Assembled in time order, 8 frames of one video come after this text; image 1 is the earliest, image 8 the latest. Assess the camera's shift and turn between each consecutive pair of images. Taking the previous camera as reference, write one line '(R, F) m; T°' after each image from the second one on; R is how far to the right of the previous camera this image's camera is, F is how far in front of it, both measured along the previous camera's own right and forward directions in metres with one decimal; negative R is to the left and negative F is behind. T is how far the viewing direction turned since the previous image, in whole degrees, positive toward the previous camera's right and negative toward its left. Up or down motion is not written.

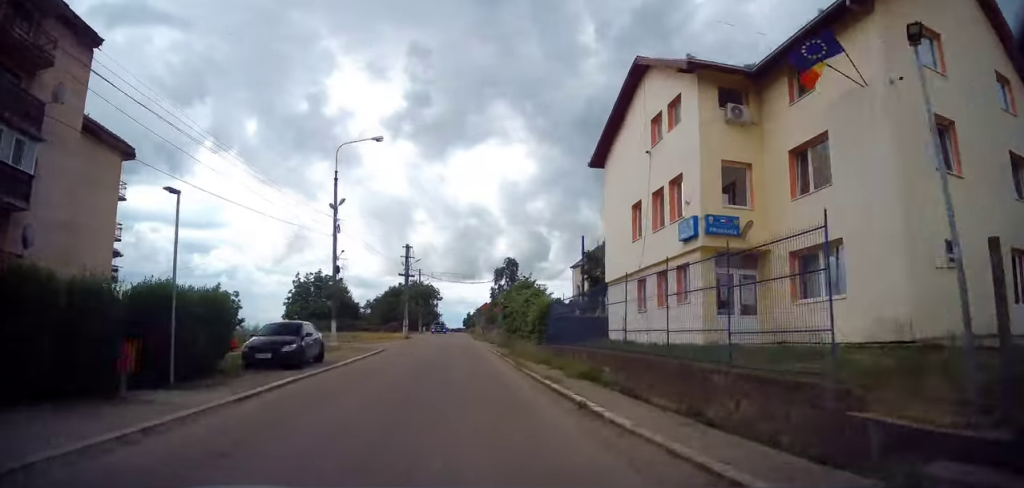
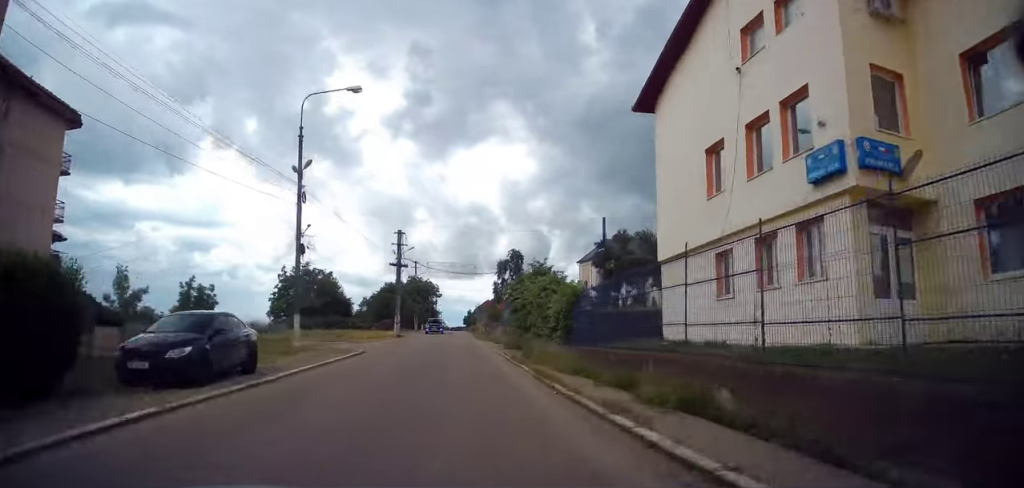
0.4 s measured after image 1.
(0.0, +6.3) m; +1°
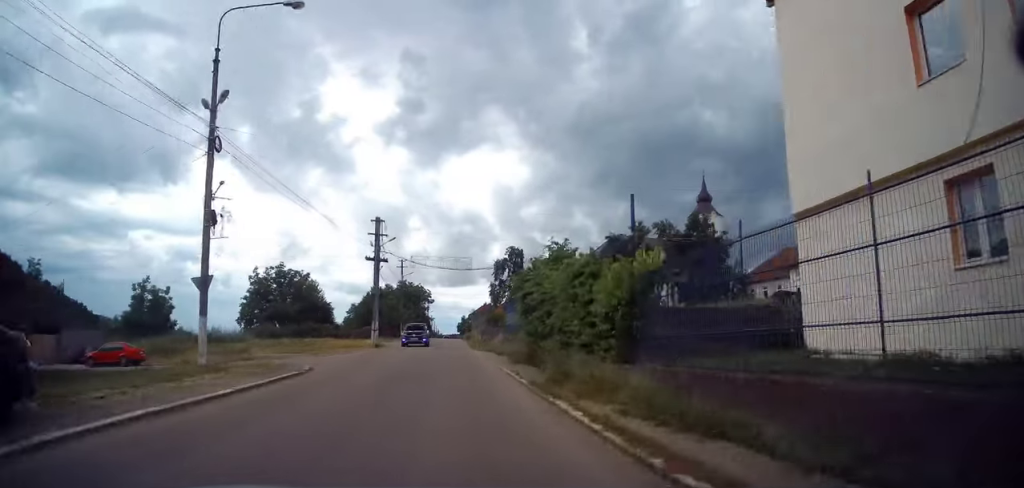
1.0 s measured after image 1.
(0.0, +7.8) m; 0°
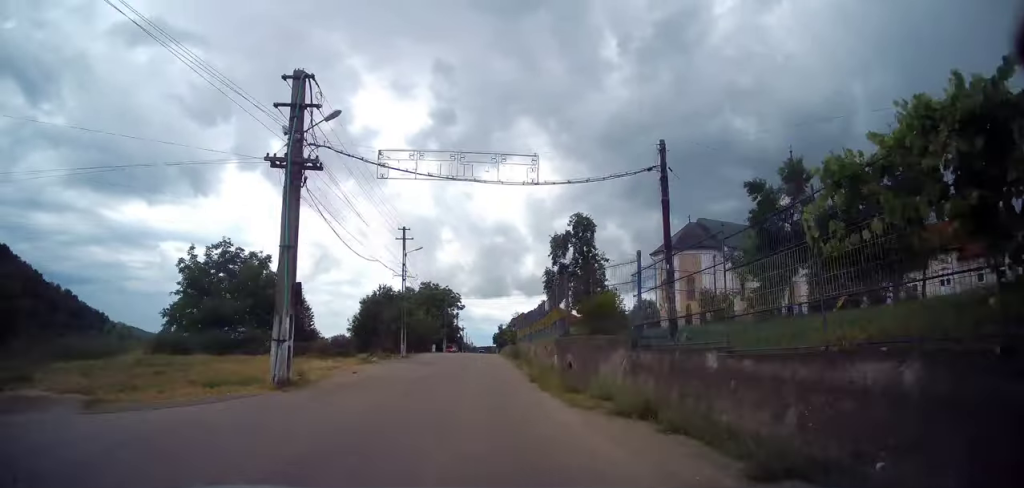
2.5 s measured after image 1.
(-0.6, +22.9) m; -3°
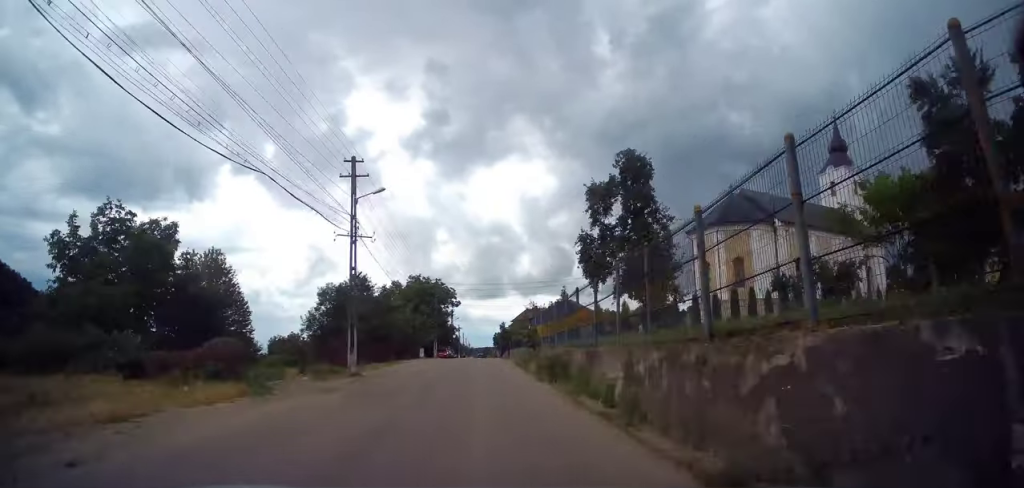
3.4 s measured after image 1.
(+0.1, +14.2) m; 0°
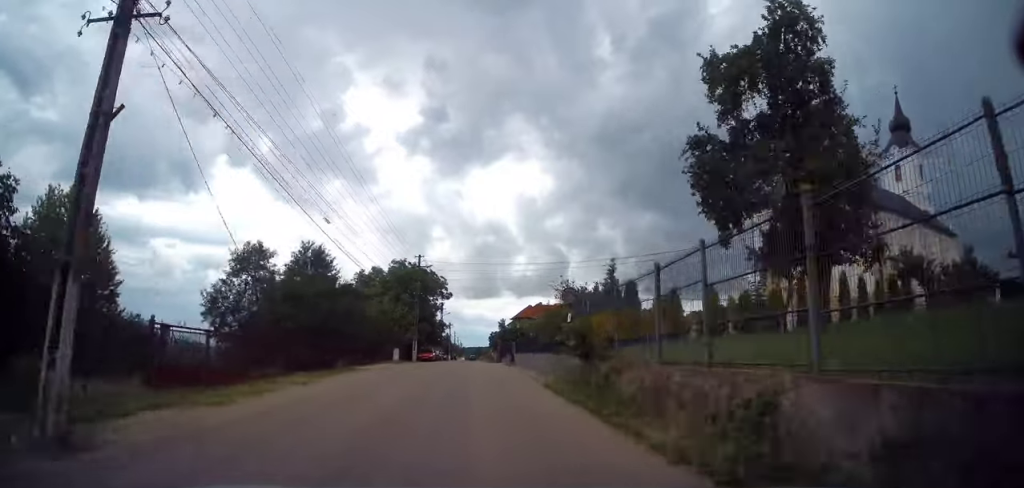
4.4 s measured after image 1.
(+0.1, +14.4) m; +1°
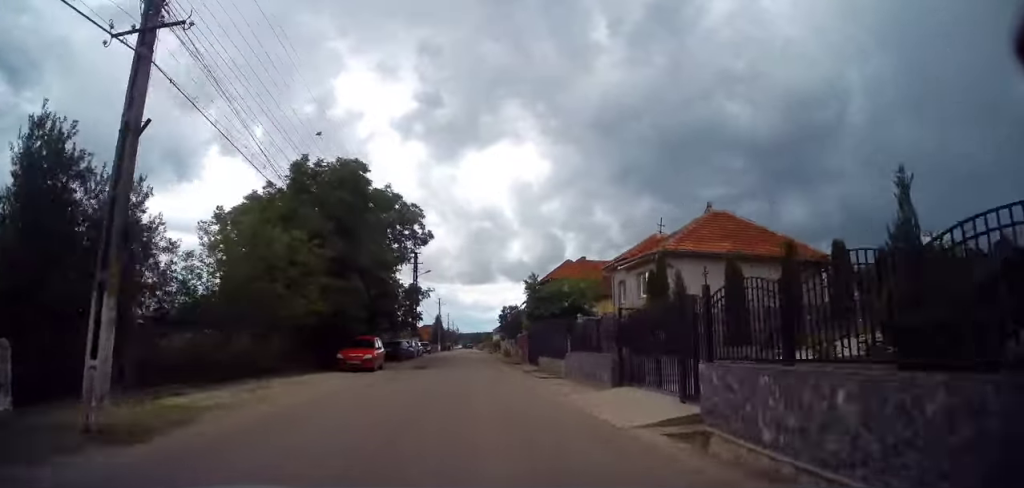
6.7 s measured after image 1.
(+0.3, +36.1) m; 0°
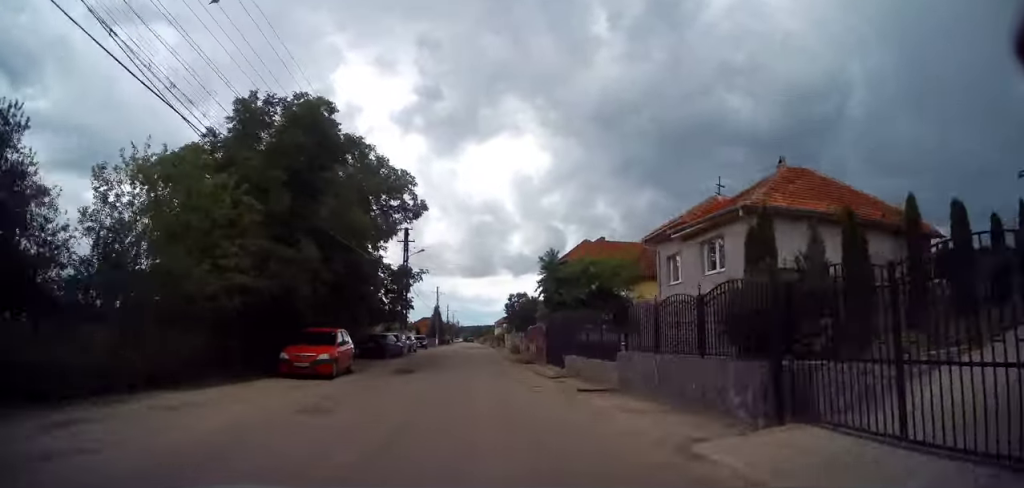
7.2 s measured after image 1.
(-0.1, +7.3) m; 0°
